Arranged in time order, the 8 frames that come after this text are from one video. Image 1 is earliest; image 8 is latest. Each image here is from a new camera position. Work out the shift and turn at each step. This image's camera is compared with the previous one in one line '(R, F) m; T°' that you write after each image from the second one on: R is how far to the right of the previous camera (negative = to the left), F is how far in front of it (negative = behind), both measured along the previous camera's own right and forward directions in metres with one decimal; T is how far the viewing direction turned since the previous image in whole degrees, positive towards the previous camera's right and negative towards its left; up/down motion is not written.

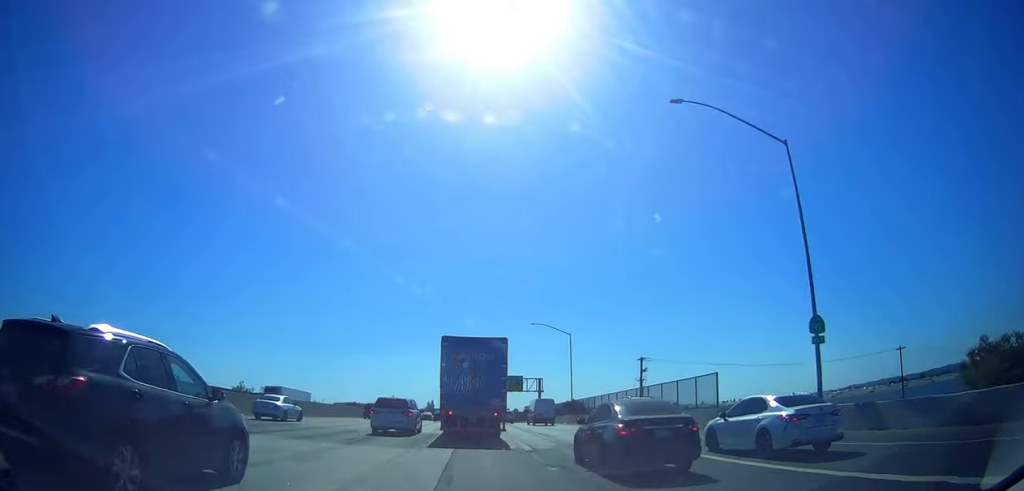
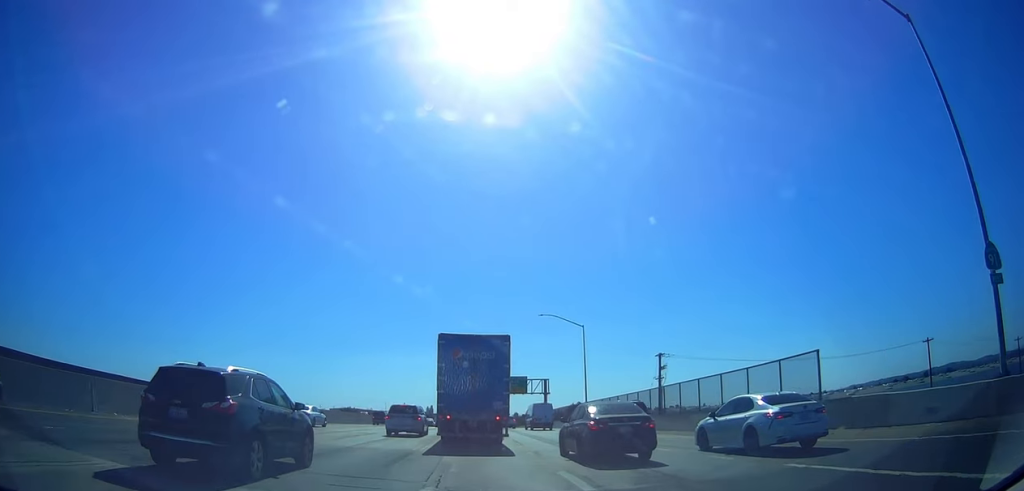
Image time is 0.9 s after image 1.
(0.0, +10.4) m; 0°
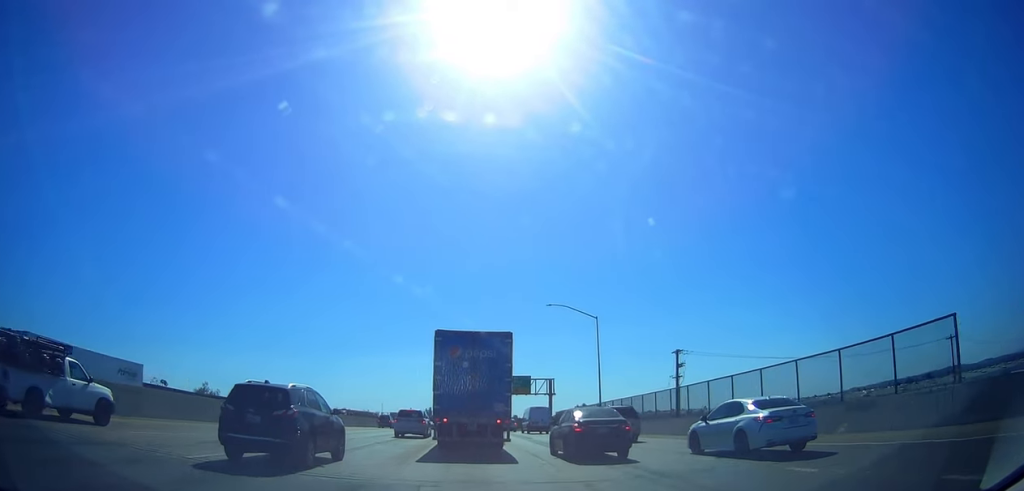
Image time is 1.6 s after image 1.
(0.0, +8.0) m; 0°
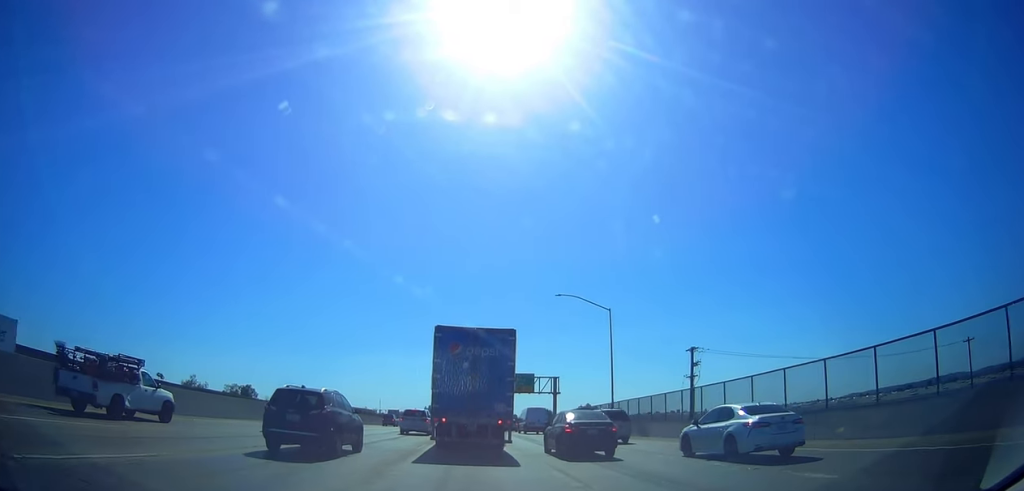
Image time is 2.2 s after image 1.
(0.0, +5.6) m; 0°
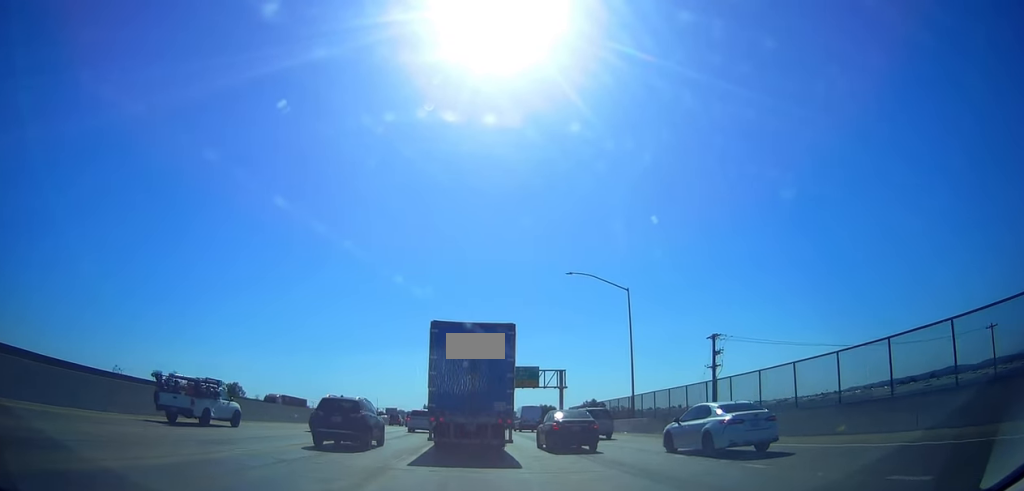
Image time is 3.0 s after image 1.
(0.0, +8.0) m; 0°
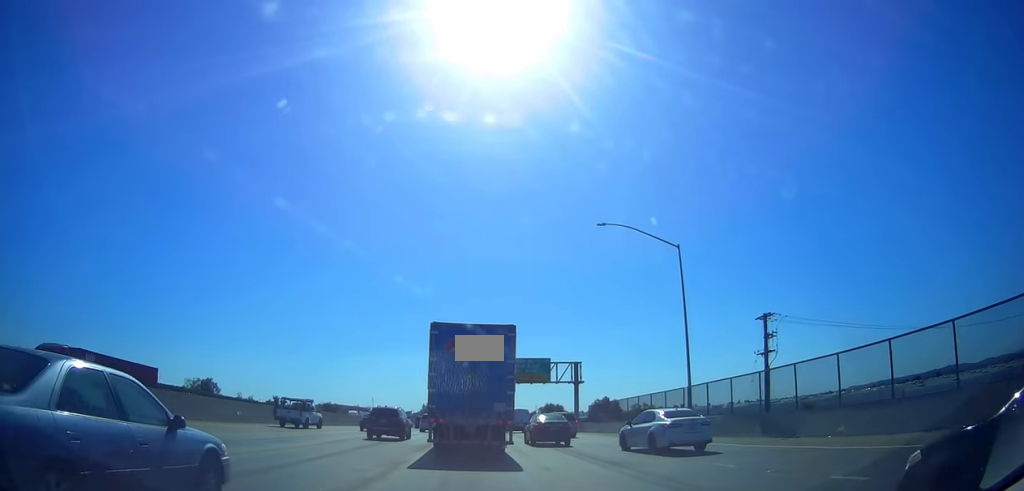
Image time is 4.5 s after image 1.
(0.0, +14.2) m; 0°
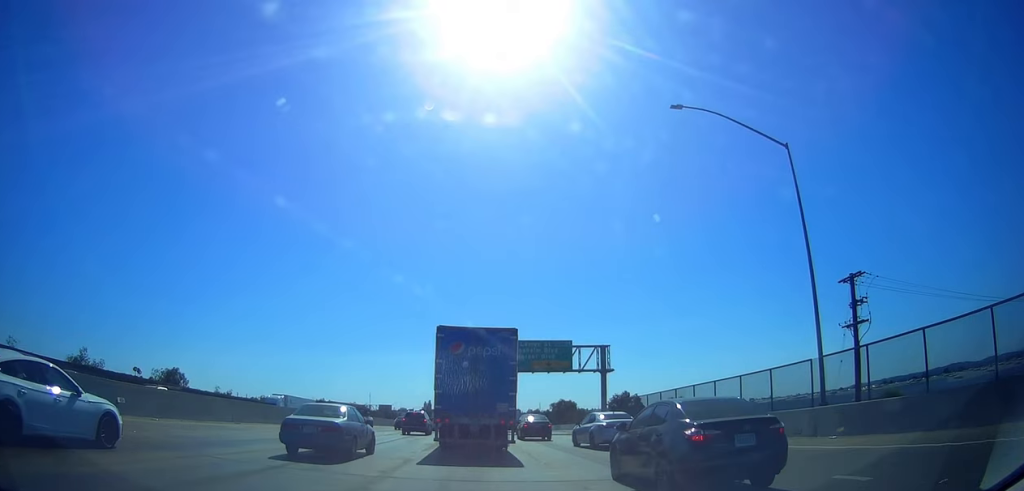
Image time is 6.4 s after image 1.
(0.0, +14.3) m; 0°
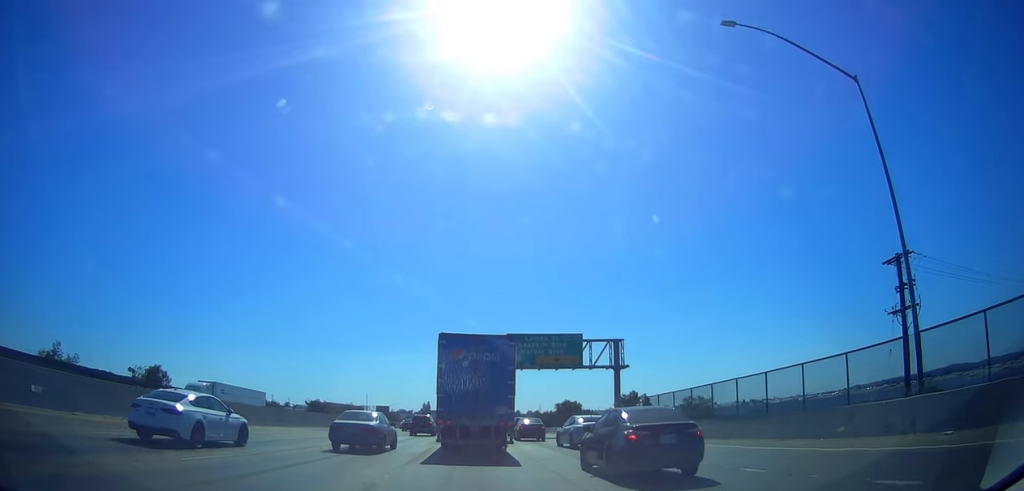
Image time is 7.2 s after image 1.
(0.0, +5.7) m; 0°
